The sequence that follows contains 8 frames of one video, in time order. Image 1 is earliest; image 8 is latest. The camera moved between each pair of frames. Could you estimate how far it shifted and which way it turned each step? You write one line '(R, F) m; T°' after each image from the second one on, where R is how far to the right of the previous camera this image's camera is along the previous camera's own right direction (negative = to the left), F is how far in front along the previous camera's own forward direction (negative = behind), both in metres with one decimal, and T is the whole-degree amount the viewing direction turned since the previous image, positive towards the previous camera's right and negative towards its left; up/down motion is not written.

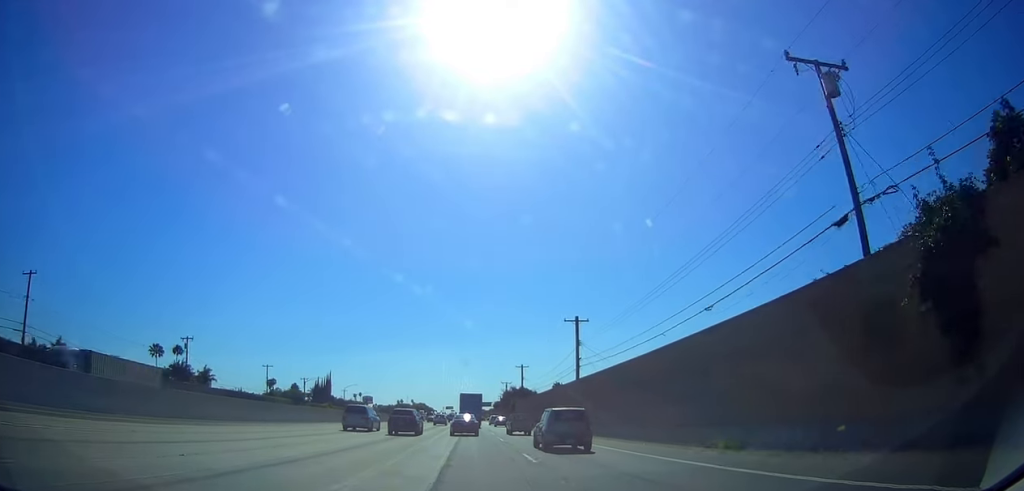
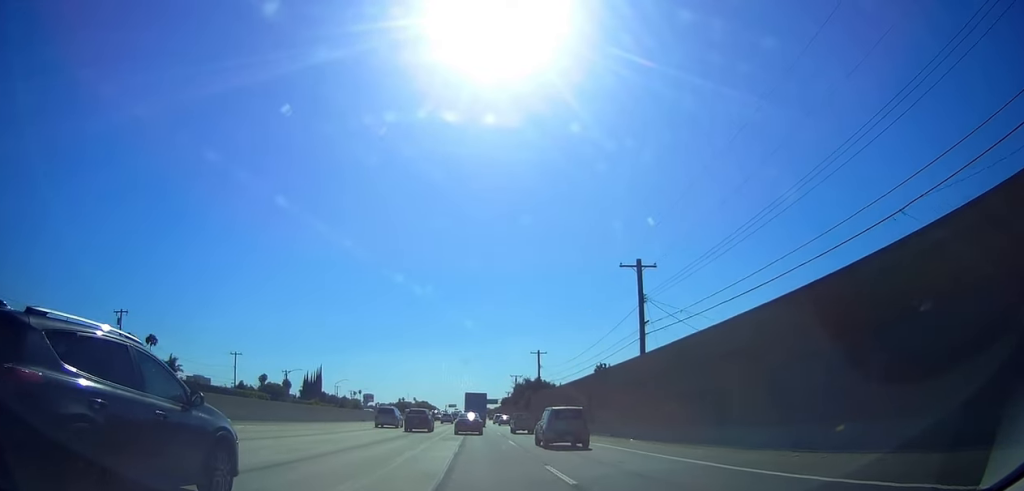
(+0.4, +19.6) m; +2°
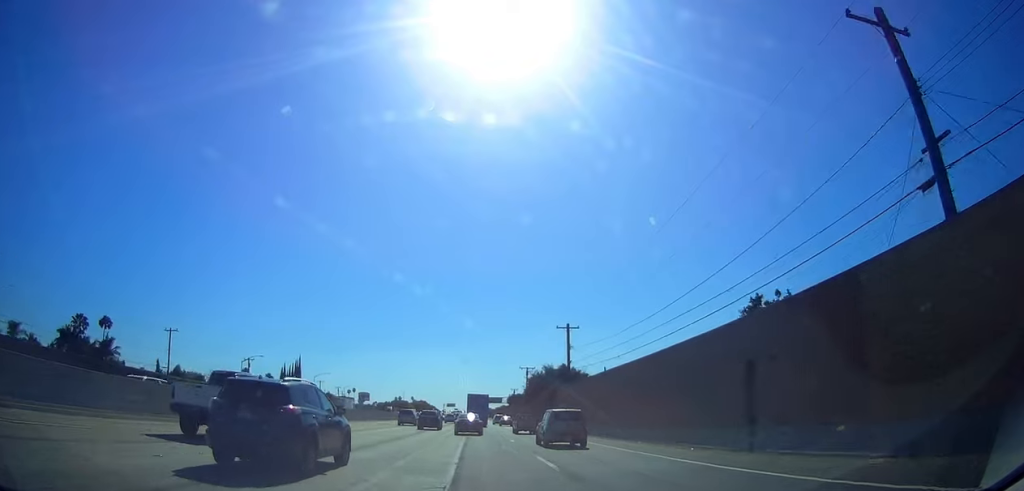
(-0.1, +24.7) m; -2°
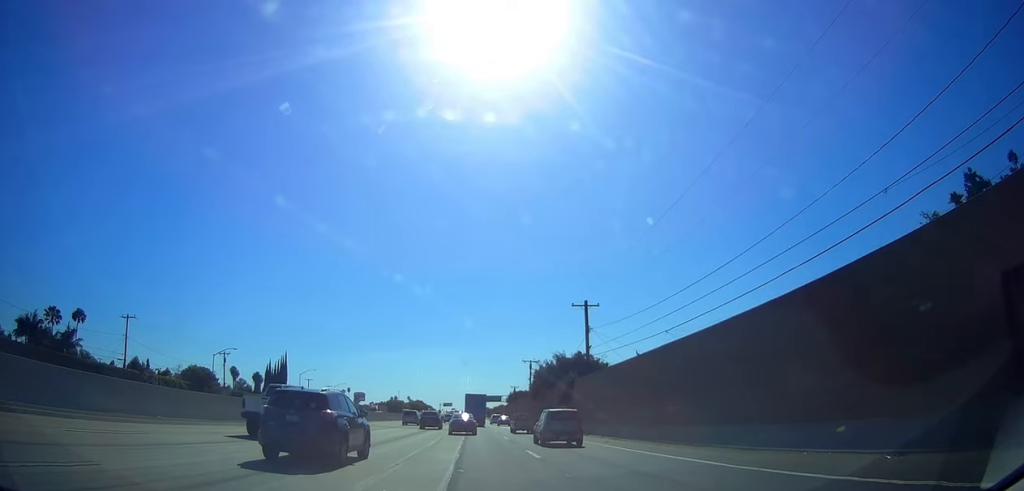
(-0.2, +10.8) m; -1°
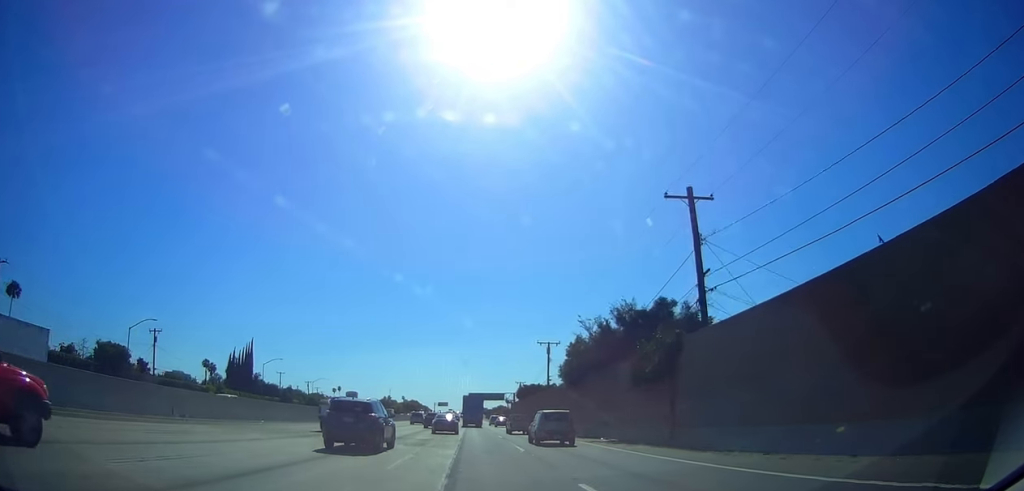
(0.0, +24.7) m; 0°
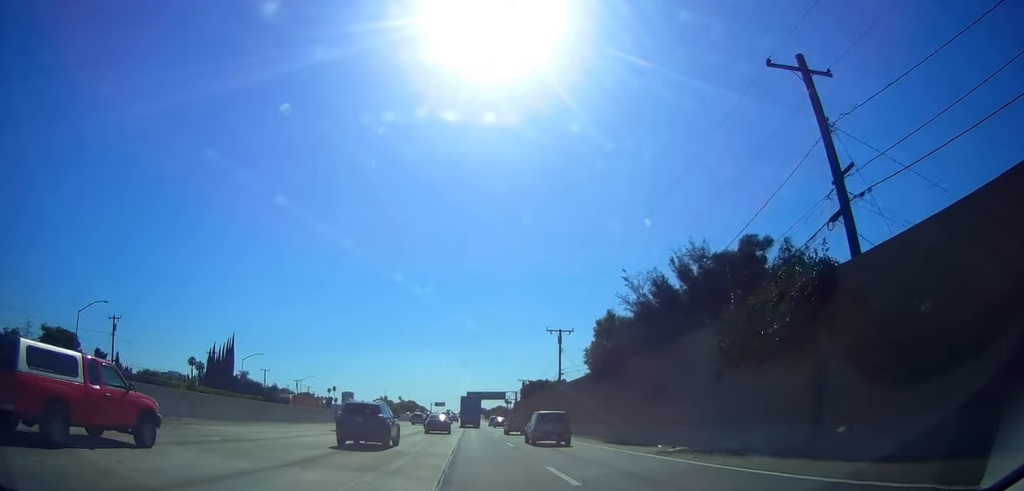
(0.0, +10.5) m; 0°
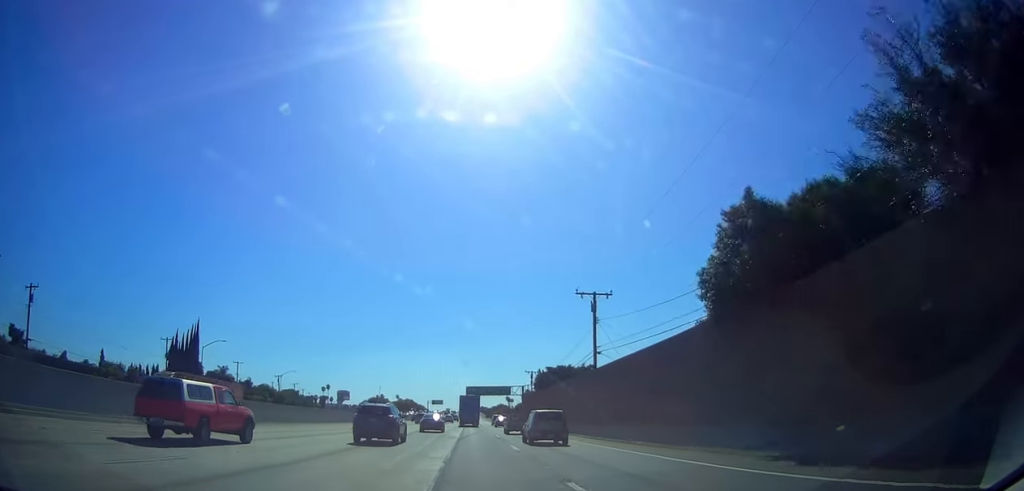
(0.0, +17.2) m; 0°
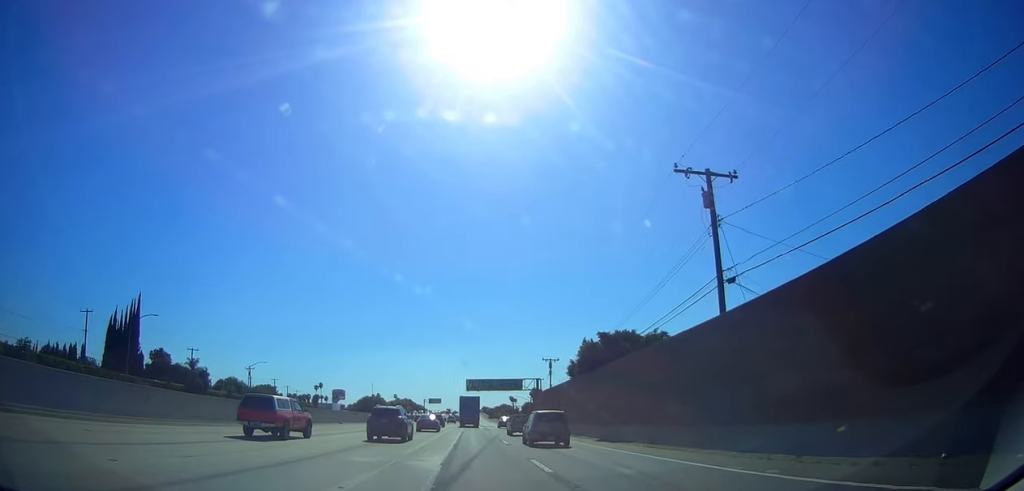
(0.0, +22.6) m; 0°
